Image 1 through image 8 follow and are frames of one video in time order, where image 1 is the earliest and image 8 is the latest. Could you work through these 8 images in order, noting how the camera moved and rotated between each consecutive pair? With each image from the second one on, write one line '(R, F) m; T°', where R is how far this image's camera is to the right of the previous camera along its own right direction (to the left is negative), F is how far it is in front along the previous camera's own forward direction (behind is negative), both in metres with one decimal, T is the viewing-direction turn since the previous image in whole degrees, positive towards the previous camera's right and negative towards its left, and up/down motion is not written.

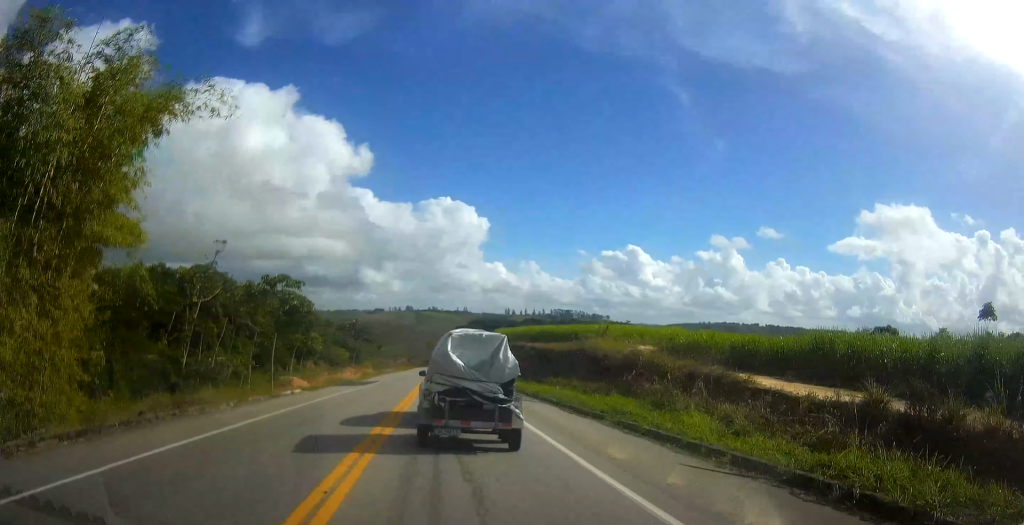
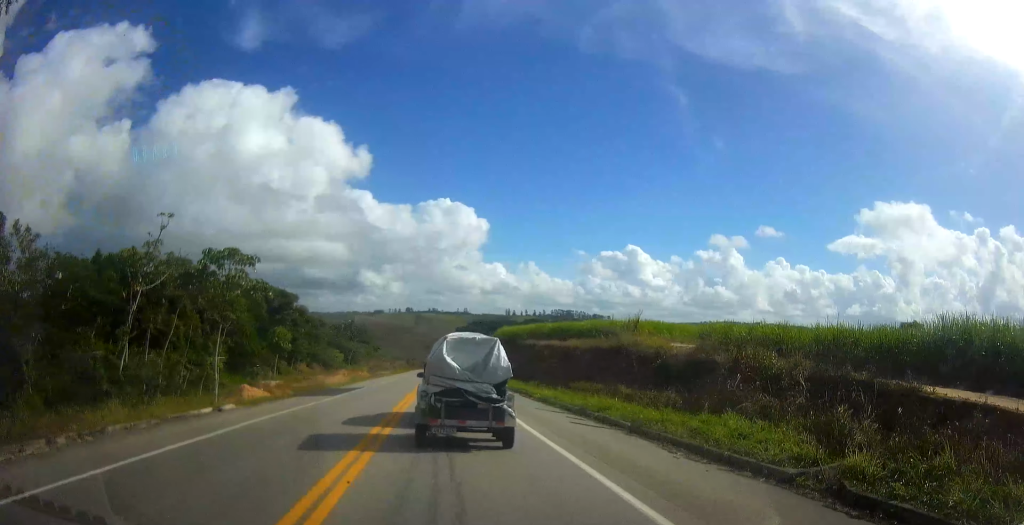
(-0.1, +9.4) m; -1°
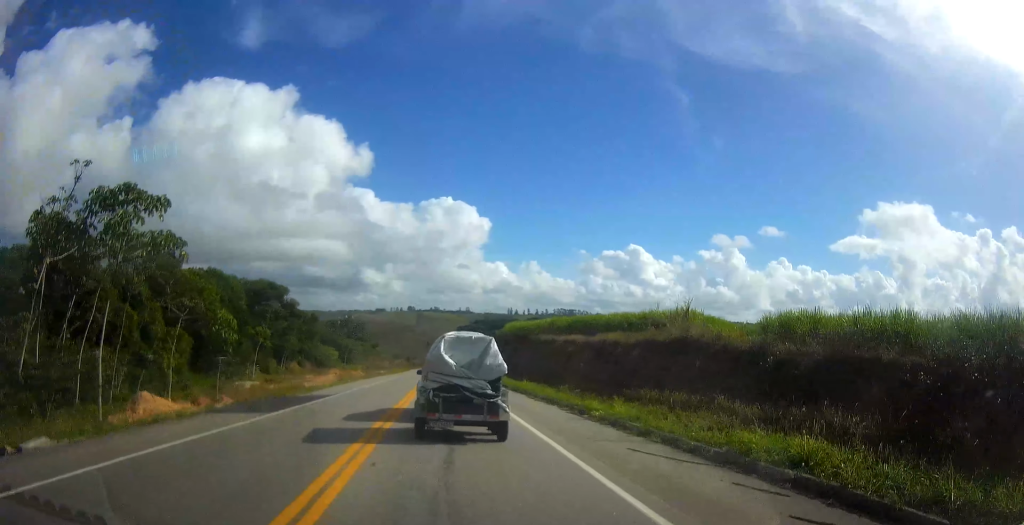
(0.0, +10.3) m; 0°
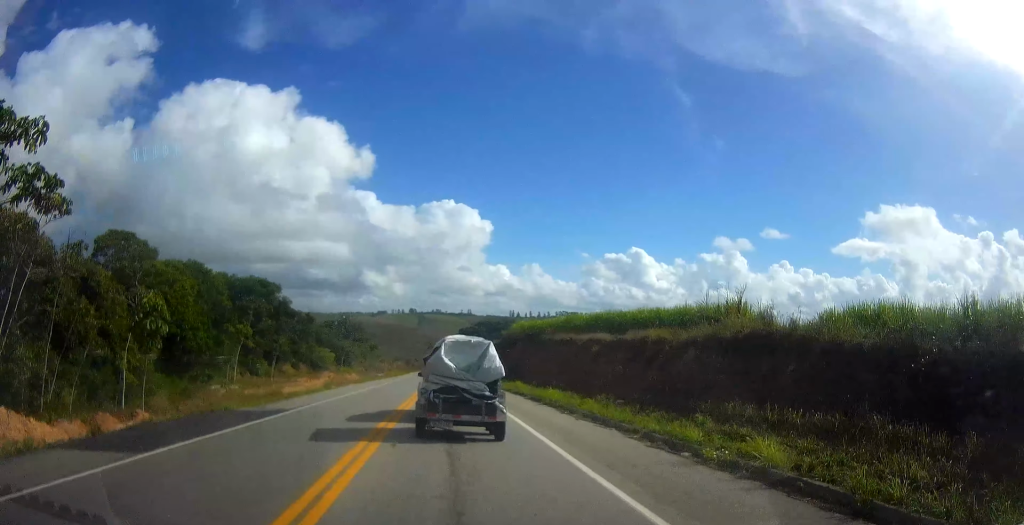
(-0.1, +7.5) m; 0°
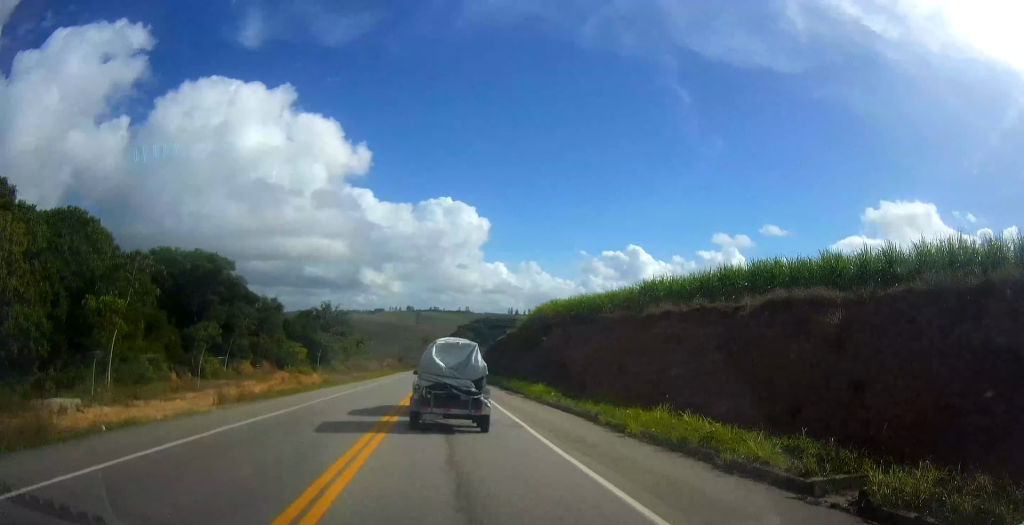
(-0.1, +26.6) m; 0°
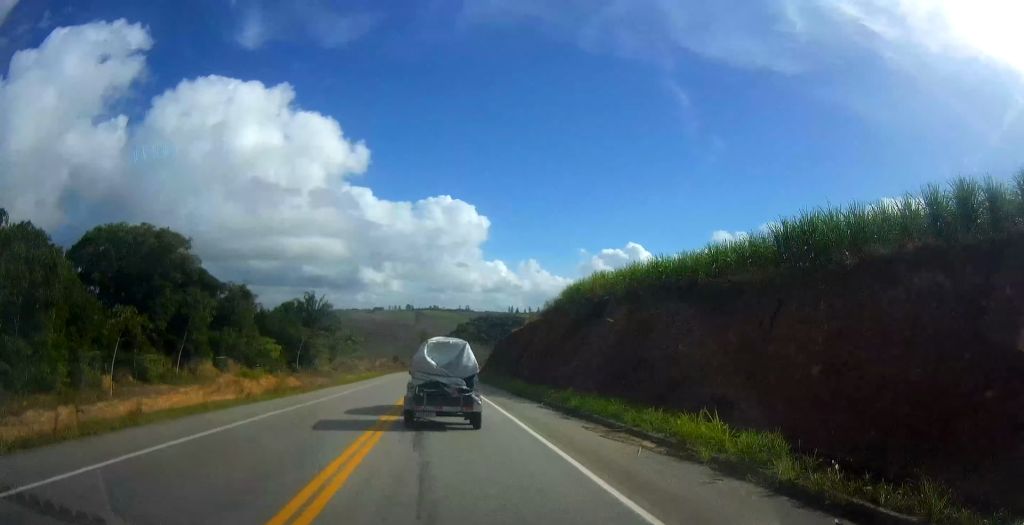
(0.0, +17.8) m; +1°
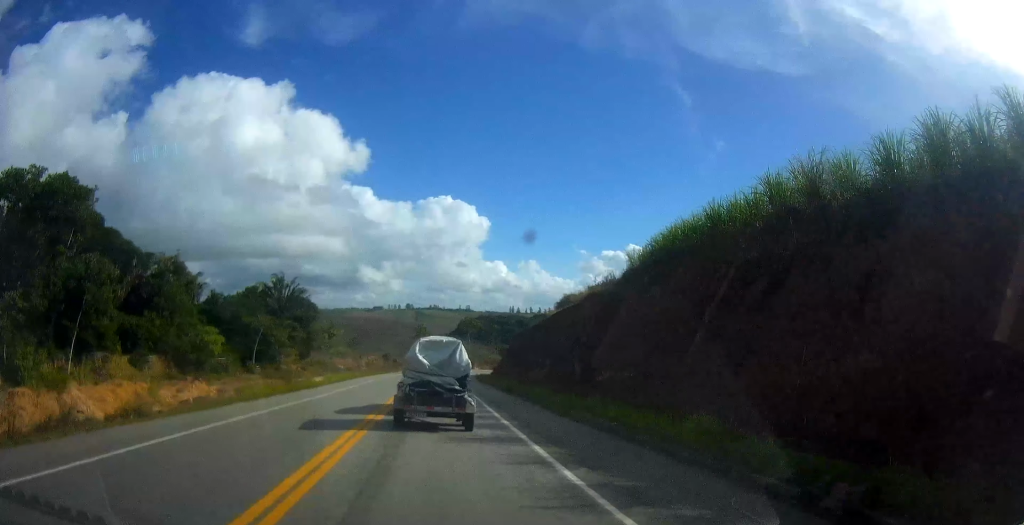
(+0.5, +25.4) m; +1°
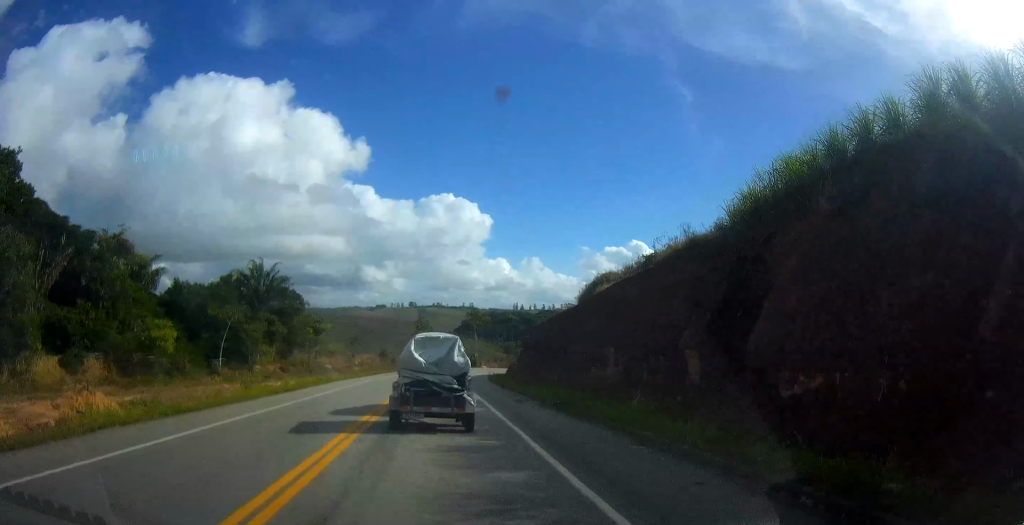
(+0.1, +14.7) m; -3°
